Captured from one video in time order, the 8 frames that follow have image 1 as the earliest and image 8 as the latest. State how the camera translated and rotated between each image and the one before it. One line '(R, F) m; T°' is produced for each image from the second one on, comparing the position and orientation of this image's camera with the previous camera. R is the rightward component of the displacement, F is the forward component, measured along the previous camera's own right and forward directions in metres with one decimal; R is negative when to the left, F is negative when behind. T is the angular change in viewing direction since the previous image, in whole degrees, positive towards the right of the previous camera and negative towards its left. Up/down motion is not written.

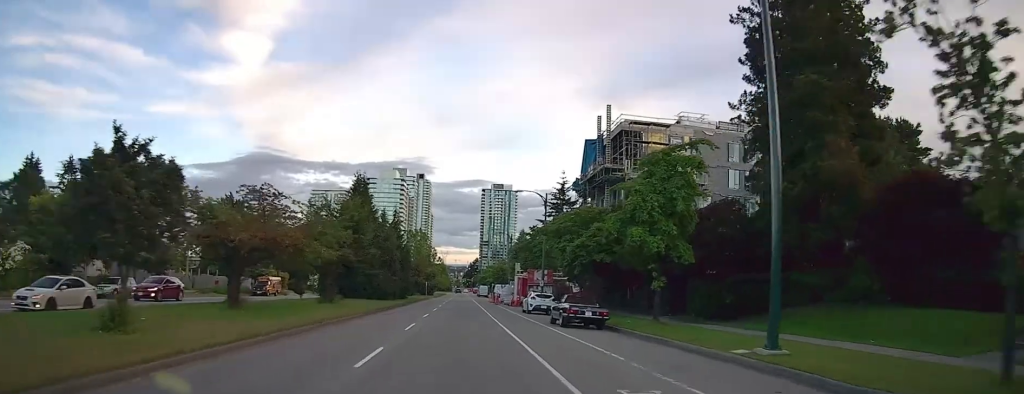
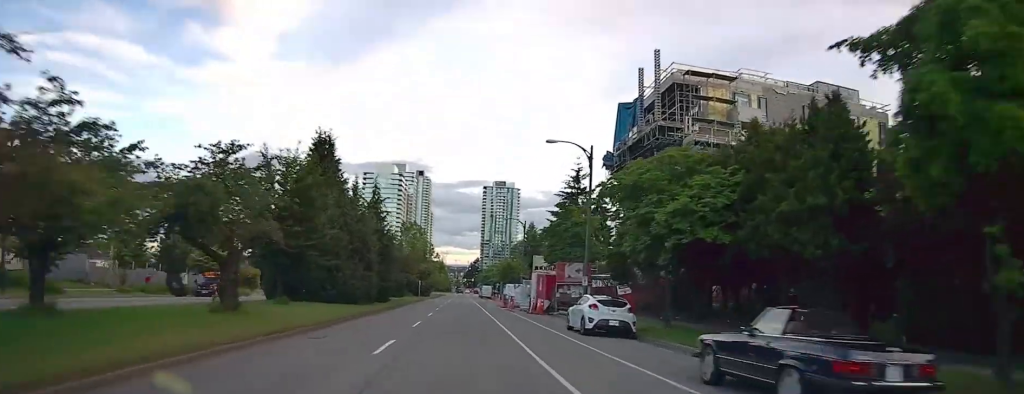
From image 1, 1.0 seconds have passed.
(-0.4, +16.0) m; -1°
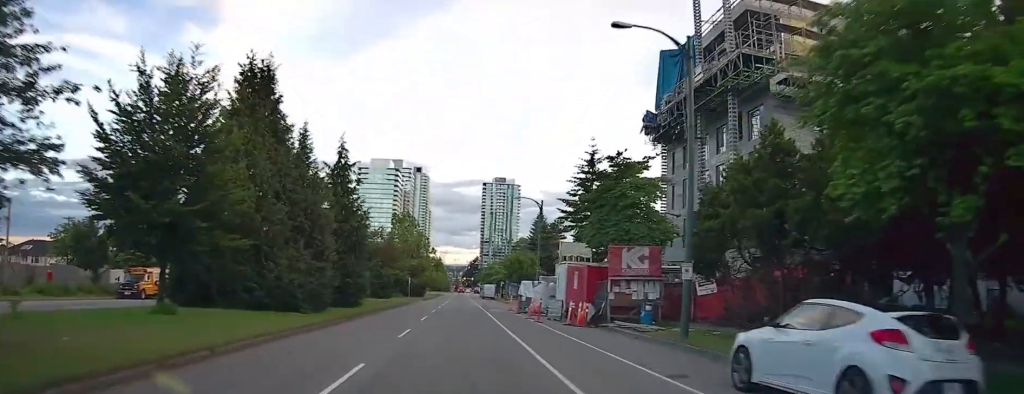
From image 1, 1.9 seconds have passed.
(+0.1, +14.1) m; +1°
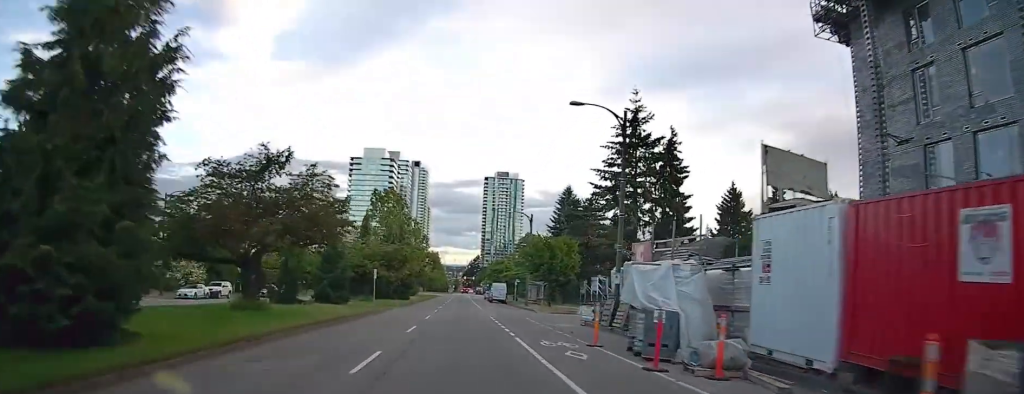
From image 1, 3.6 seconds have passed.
(-0.1, +25.5) m; -2°
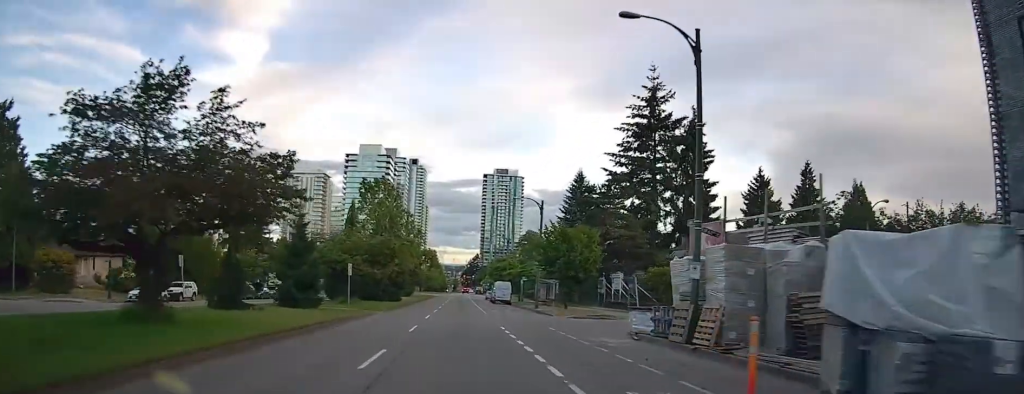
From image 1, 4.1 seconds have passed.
(0.0, +8.4) m; 0°
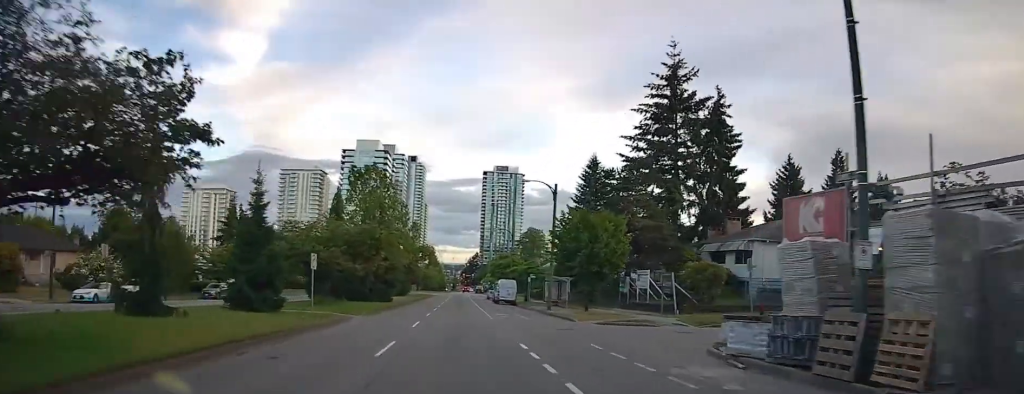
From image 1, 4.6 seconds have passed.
(0.0, +7.3) m; 0°
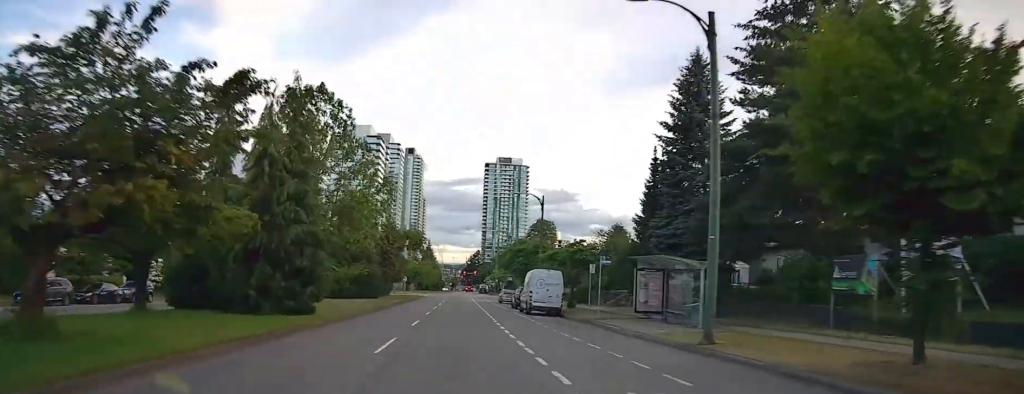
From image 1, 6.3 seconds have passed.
(0.0, +27.6) m; 0°
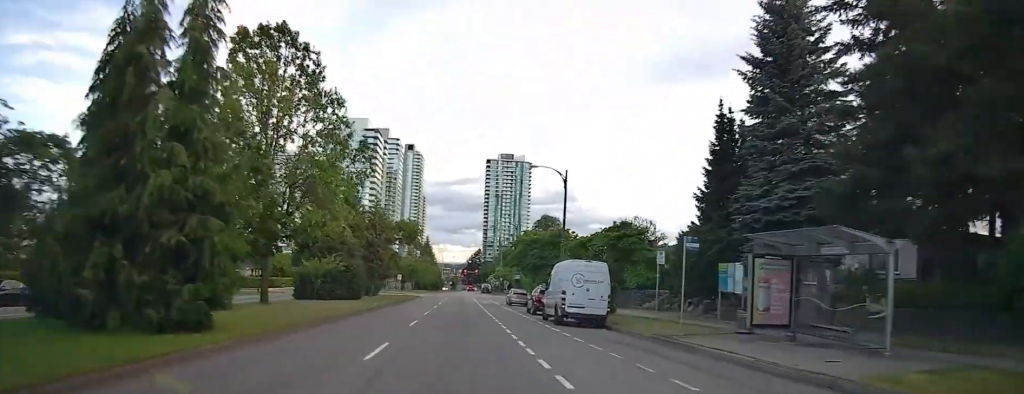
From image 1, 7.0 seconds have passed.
(0.0, +10.3) m; +1°
